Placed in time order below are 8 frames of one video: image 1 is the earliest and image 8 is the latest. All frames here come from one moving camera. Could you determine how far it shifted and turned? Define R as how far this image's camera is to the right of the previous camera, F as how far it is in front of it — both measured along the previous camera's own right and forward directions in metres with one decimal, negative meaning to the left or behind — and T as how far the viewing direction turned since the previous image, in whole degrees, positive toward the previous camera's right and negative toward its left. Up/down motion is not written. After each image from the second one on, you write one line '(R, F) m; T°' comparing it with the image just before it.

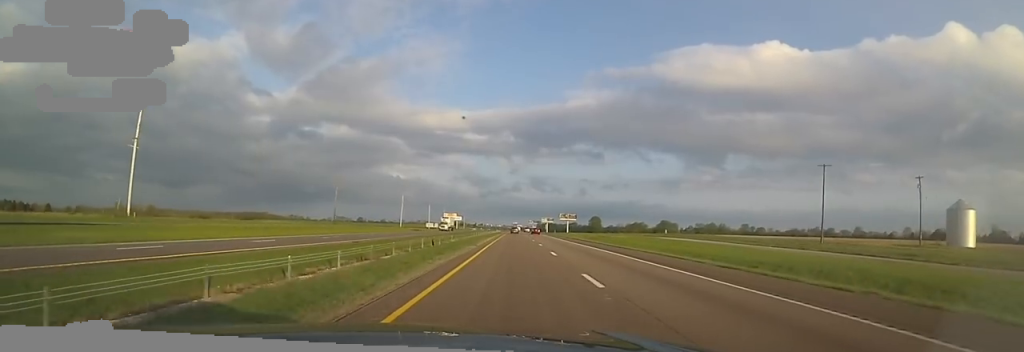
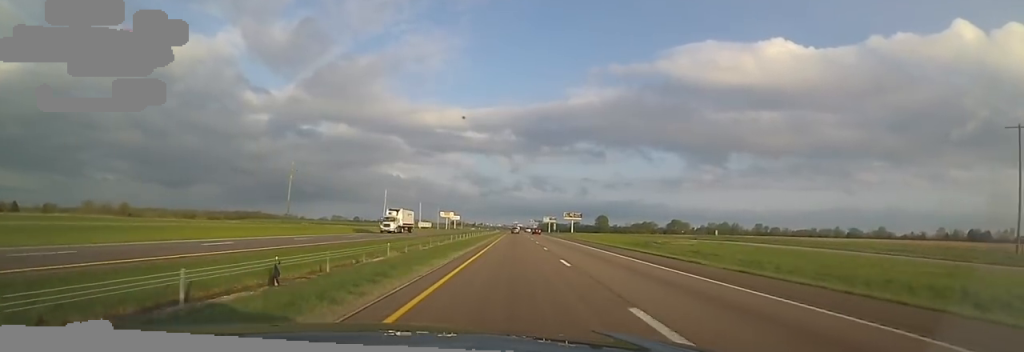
(-0.3, +29.8) m; -1°
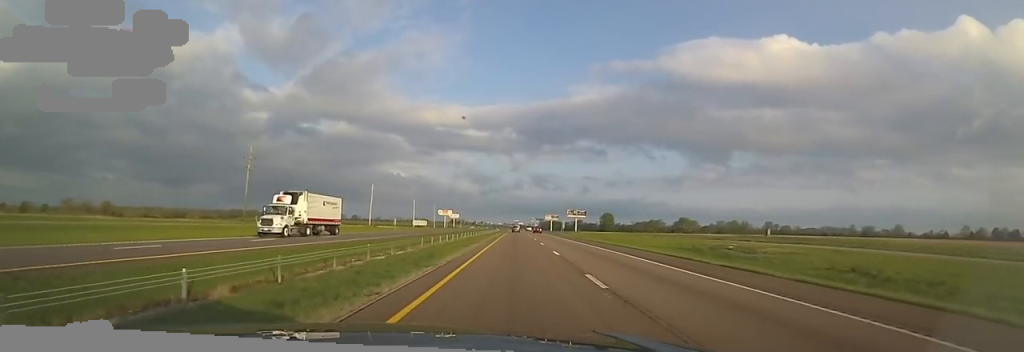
(-0.1, +18.9) m; 0°
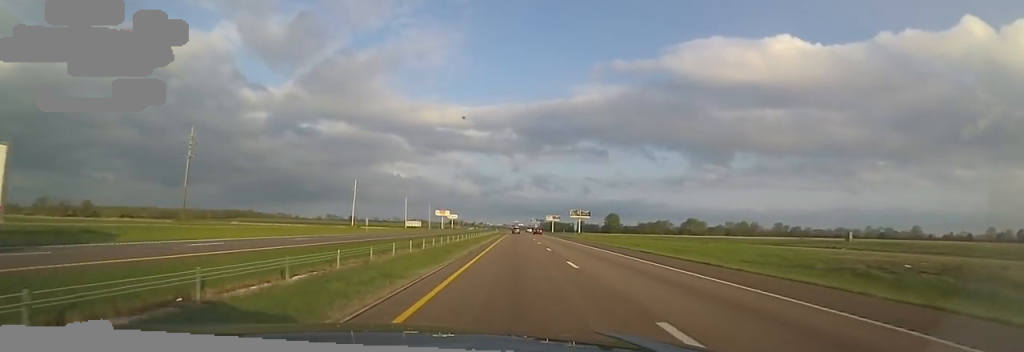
(-0.1, +19.0) m; +1°
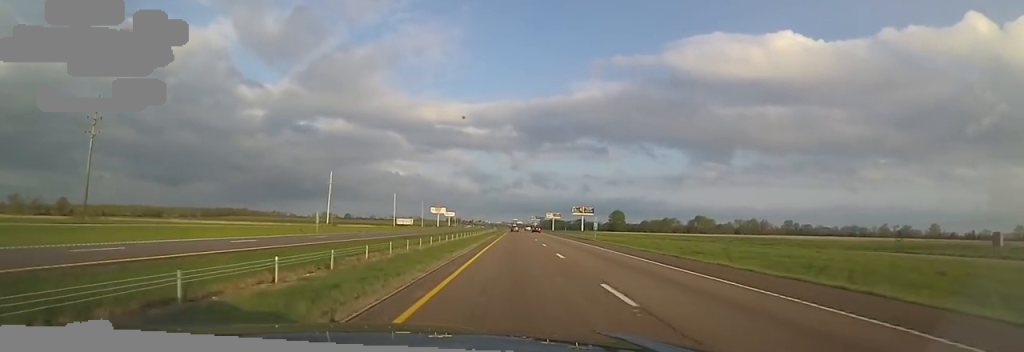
(+0.4, +20.0) m; 0°
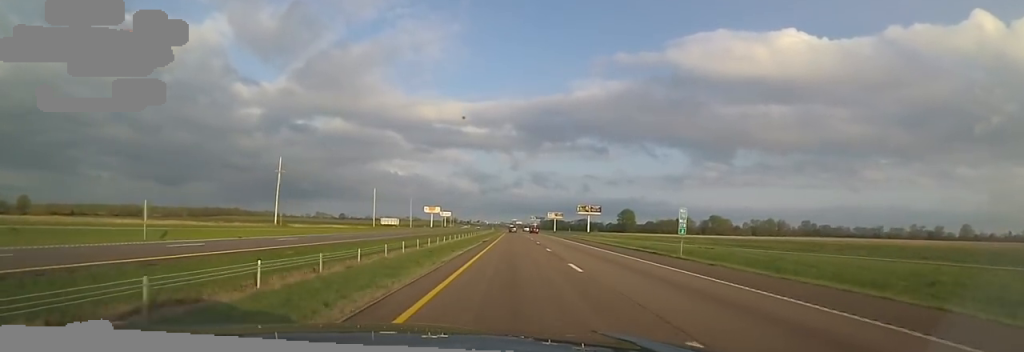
(+0.2, +29.8) m; 0°
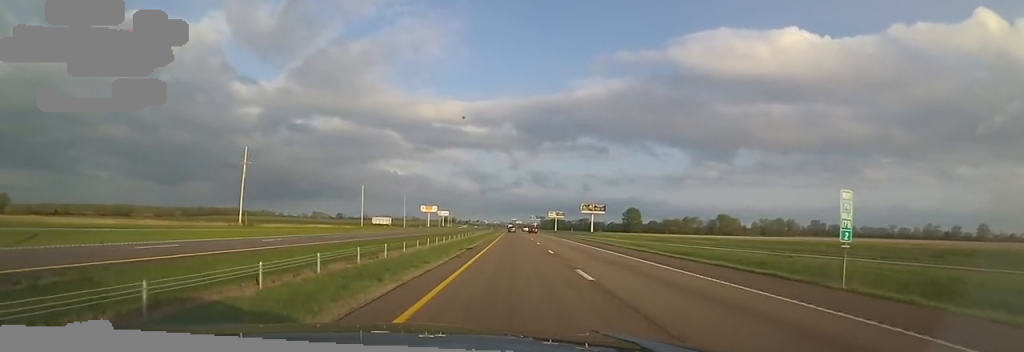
(-0.3, +14.2) m; 0°
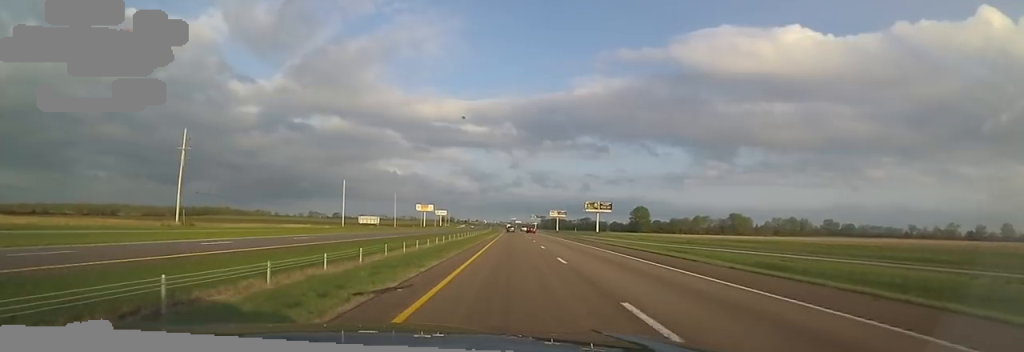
(0.0, +19.9) m; -1°
